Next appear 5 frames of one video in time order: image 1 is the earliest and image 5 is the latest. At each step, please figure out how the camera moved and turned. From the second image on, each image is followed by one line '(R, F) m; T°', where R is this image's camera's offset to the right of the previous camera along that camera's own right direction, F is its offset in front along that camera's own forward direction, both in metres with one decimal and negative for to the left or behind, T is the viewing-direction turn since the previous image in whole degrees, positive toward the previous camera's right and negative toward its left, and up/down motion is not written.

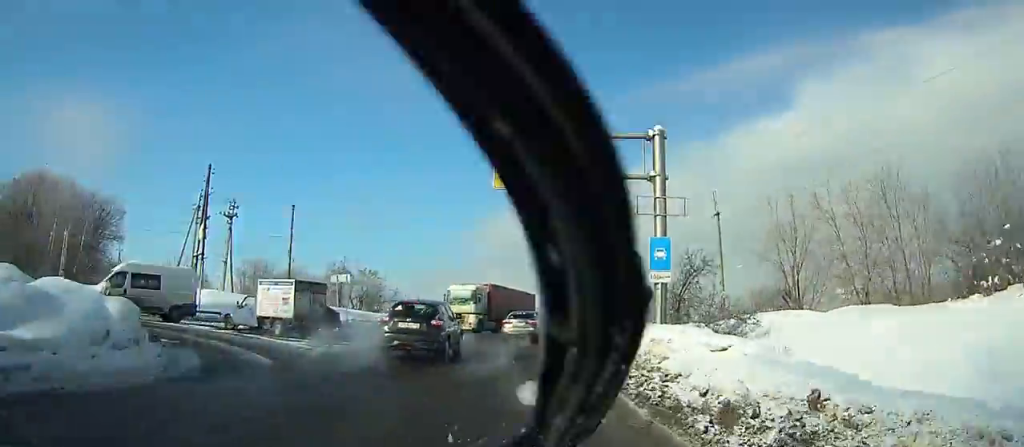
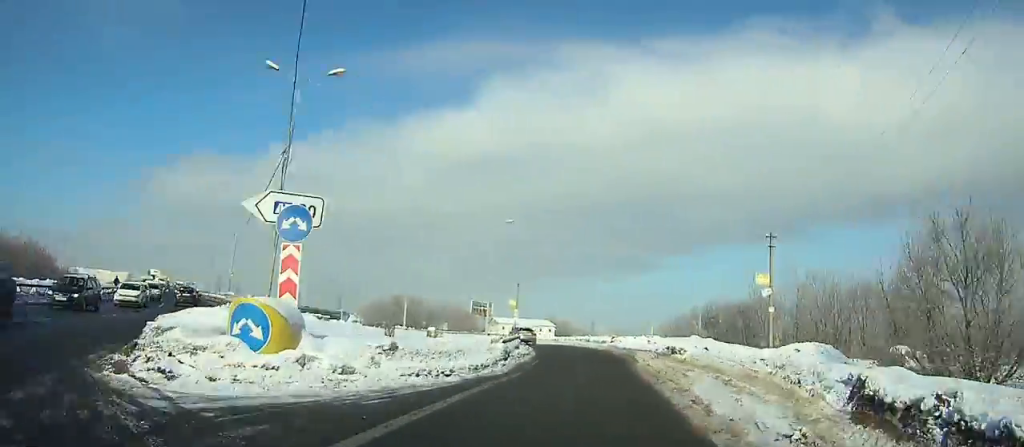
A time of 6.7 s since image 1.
(+5.5, +44.8) m; +19°
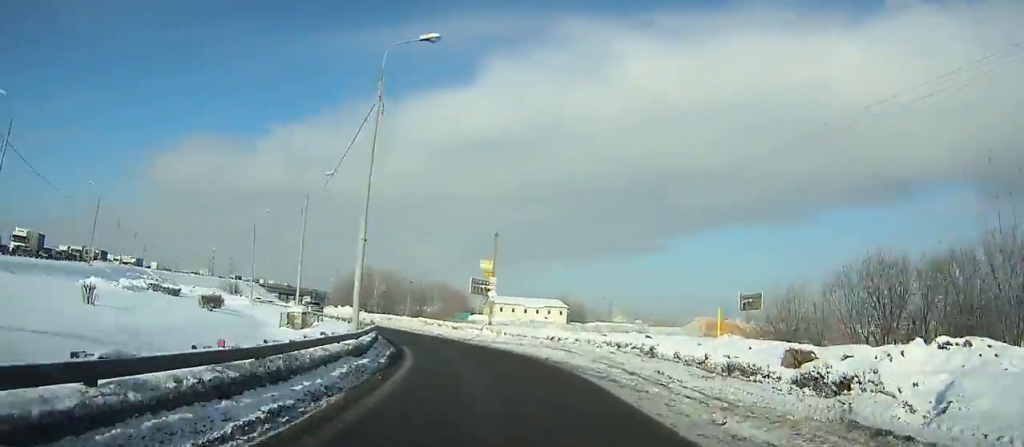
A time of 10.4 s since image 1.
(+1.7, +35.5) m; 0°
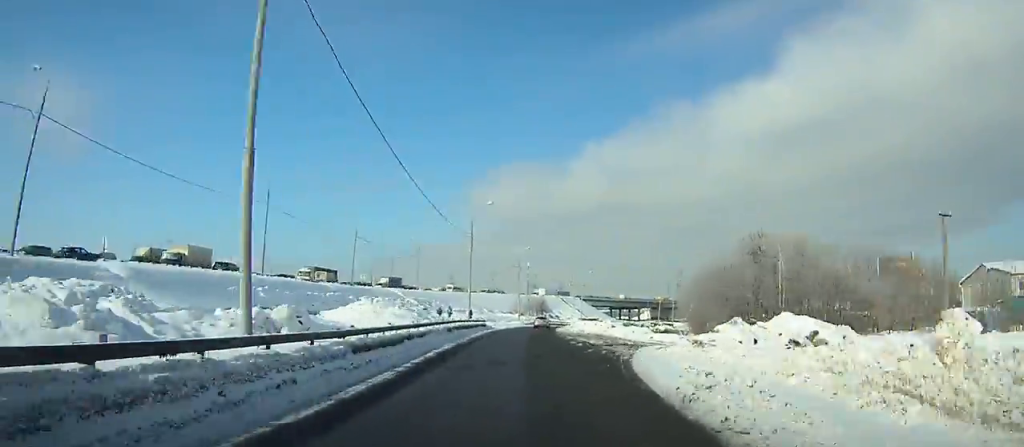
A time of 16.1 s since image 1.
(-15.2, +62.8) m; -26°
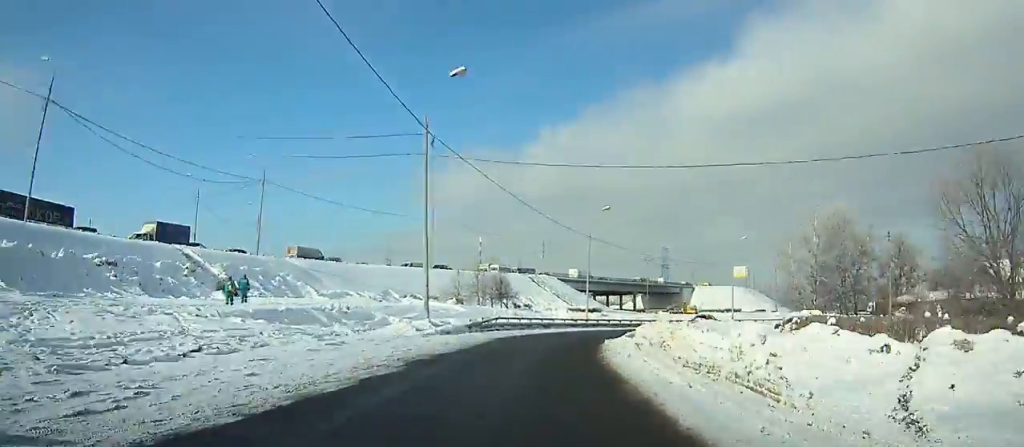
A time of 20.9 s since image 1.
(+0.3, +61.6) m; +9°
